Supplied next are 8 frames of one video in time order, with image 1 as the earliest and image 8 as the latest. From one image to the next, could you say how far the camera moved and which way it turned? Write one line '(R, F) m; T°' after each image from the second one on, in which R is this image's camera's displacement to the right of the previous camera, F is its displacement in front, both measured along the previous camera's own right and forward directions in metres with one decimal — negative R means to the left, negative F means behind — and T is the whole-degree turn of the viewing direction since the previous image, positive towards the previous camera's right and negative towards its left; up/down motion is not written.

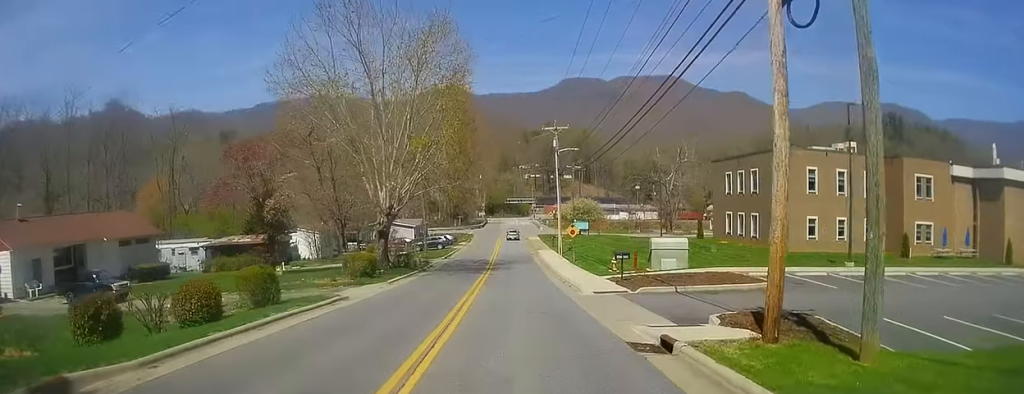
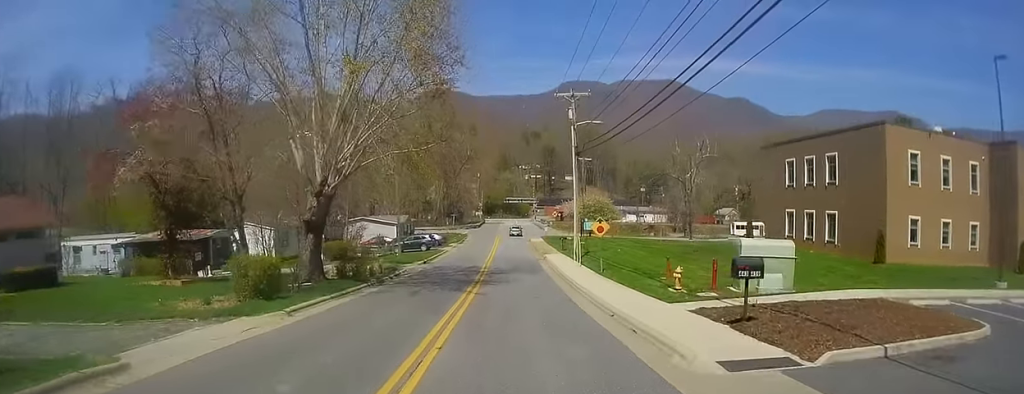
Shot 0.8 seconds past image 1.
(+0.3, +13.2) m; +1°
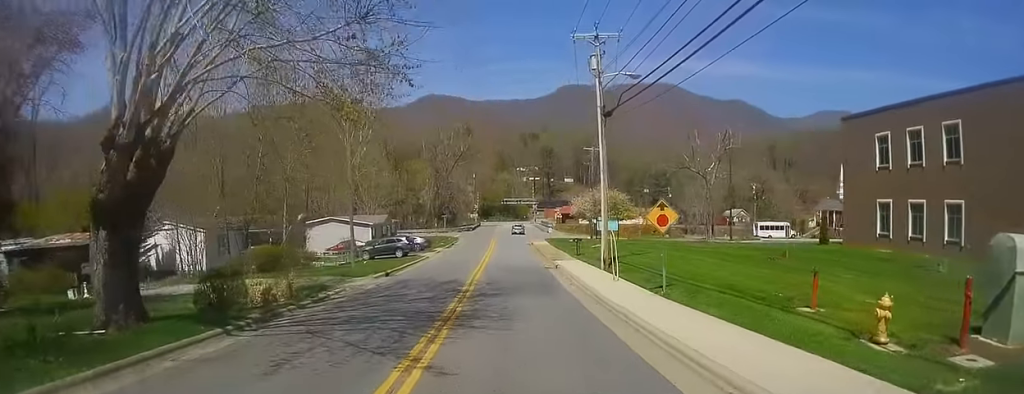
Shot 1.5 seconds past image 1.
(+0.1, +12.7) m; 0°
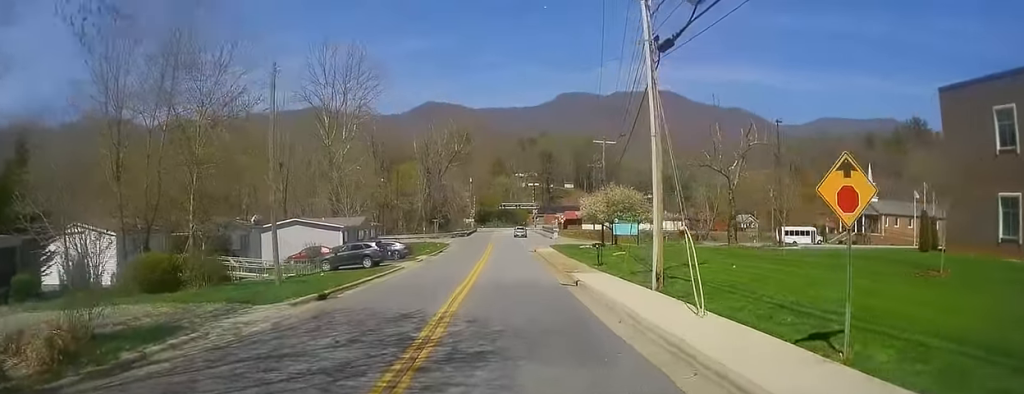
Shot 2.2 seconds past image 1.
(0.0, +10.5) m; 0°
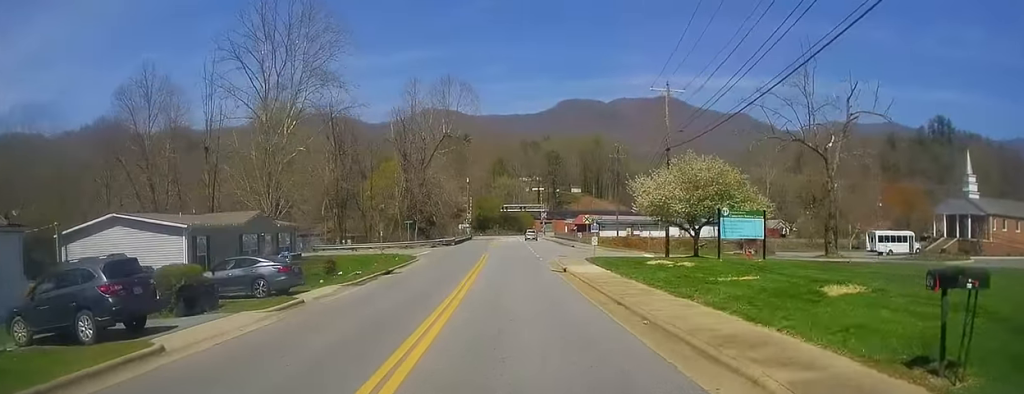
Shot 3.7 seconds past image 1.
(-0.8, +27.0) m; -1°
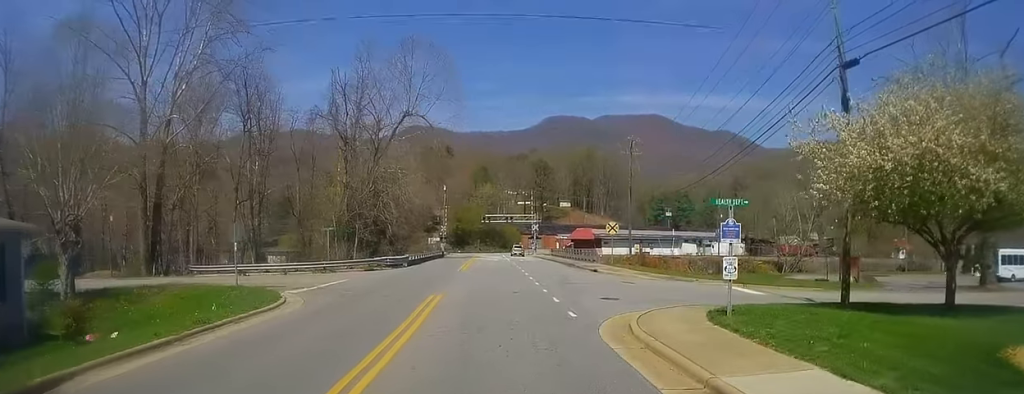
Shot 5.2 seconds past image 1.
(+1.0, +24.4) m; +3°
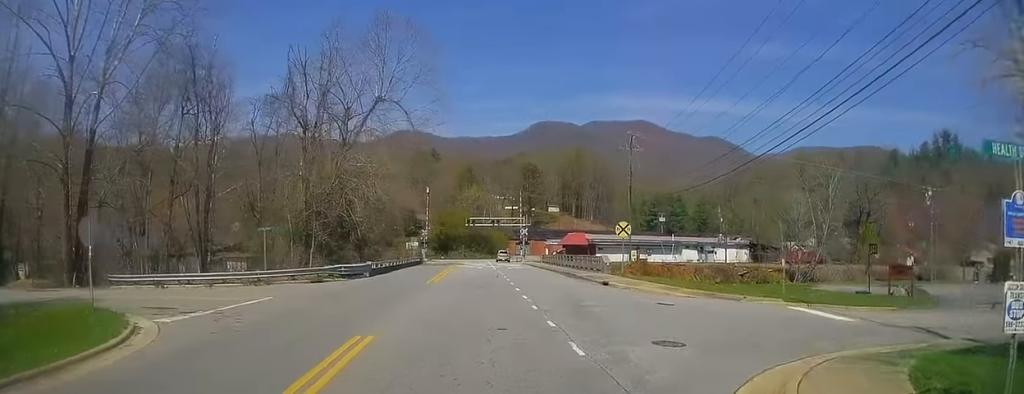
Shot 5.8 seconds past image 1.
(-0.2, +8.6) m; -1°
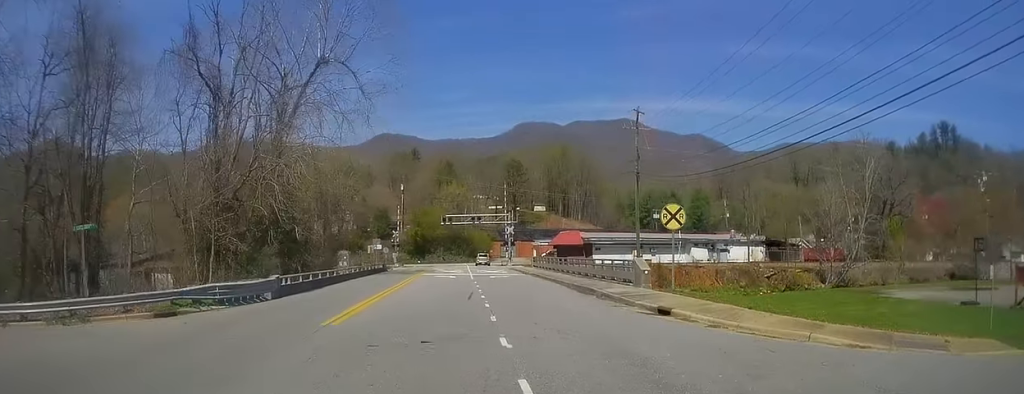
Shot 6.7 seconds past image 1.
(0.0, +13.4) m; +1°
